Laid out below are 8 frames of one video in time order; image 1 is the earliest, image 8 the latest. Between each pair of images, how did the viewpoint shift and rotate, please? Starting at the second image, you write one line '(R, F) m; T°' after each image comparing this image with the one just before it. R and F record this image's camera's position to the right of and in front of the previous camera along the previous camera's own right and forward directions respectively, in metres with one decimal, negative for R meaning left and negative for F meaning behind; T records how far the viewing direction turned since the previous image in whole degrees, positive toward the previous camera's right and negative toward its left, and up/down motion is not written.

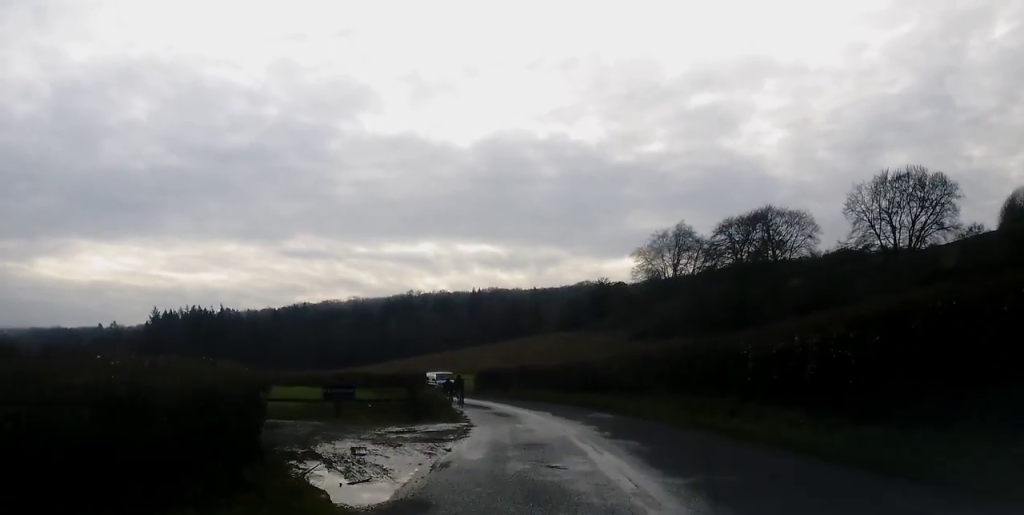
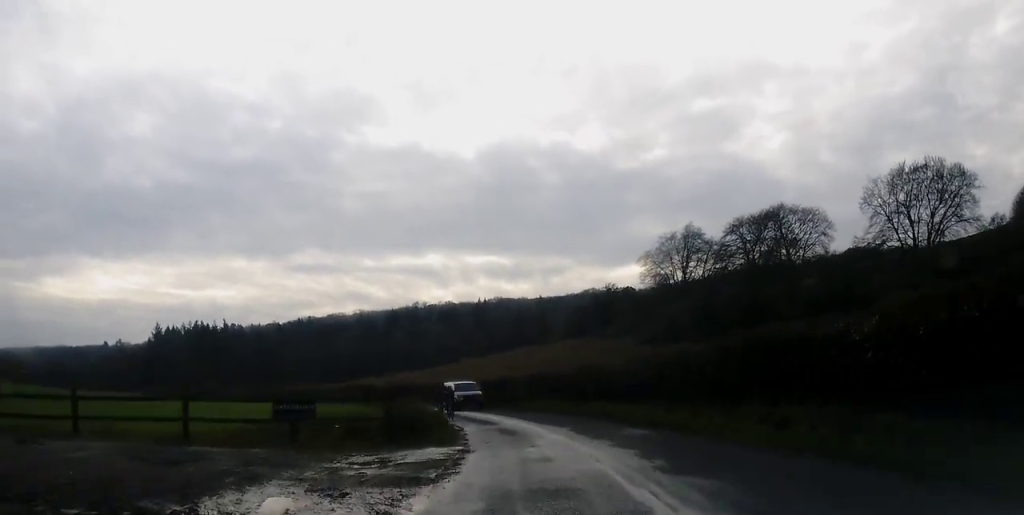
(-0.1, +5.4) m; -1°
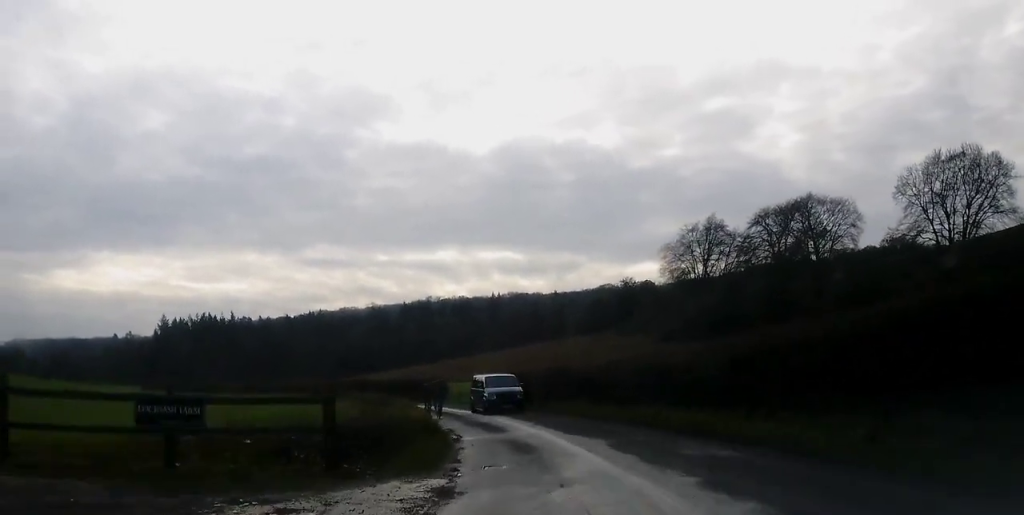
(-0.1, +7.1) m; -1°
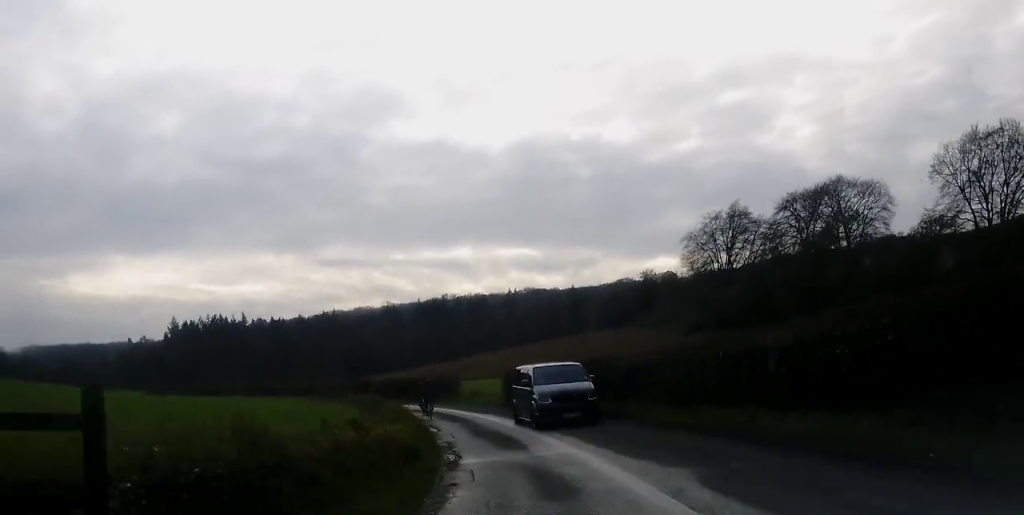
(0.0, +7.1) m; -2°
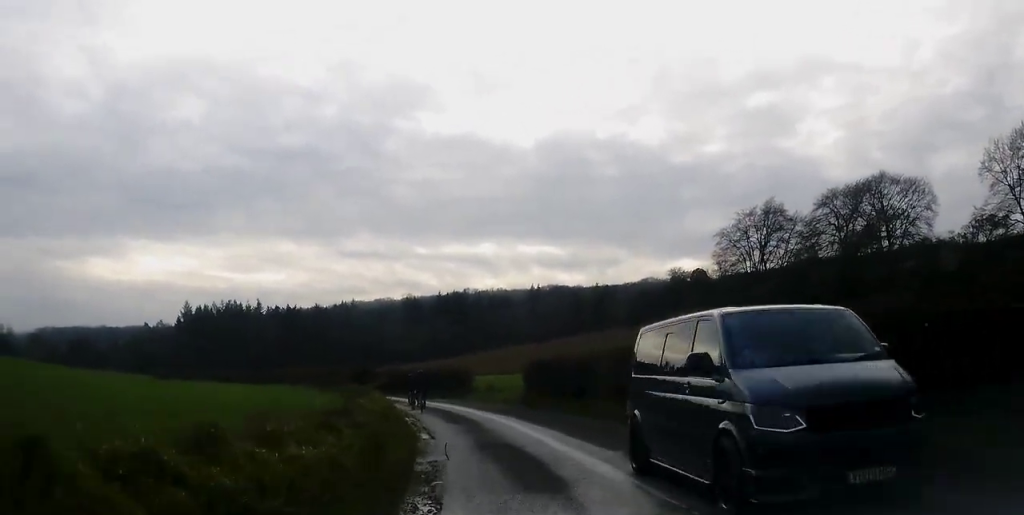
(-0.1, +8.0) m; -2°
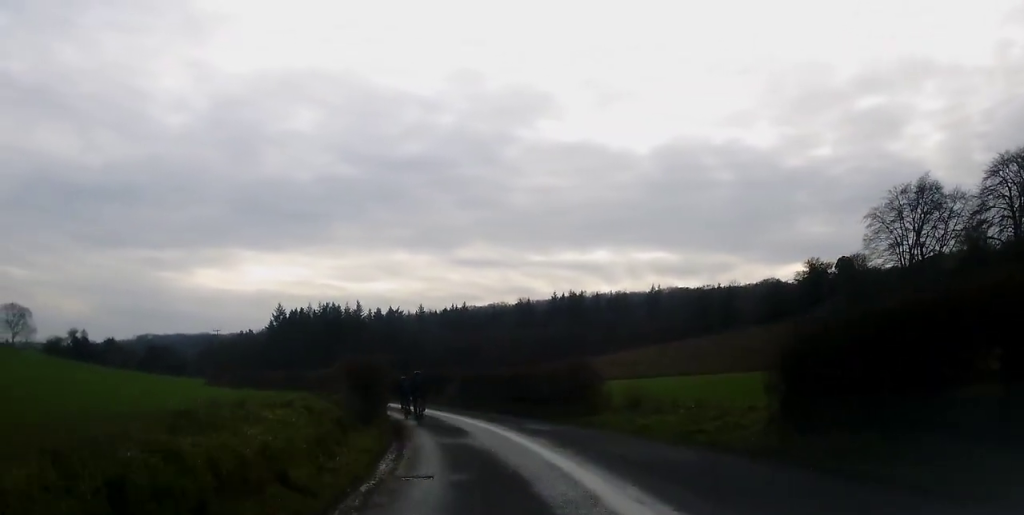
(-1.0, +24.1) m; -7°
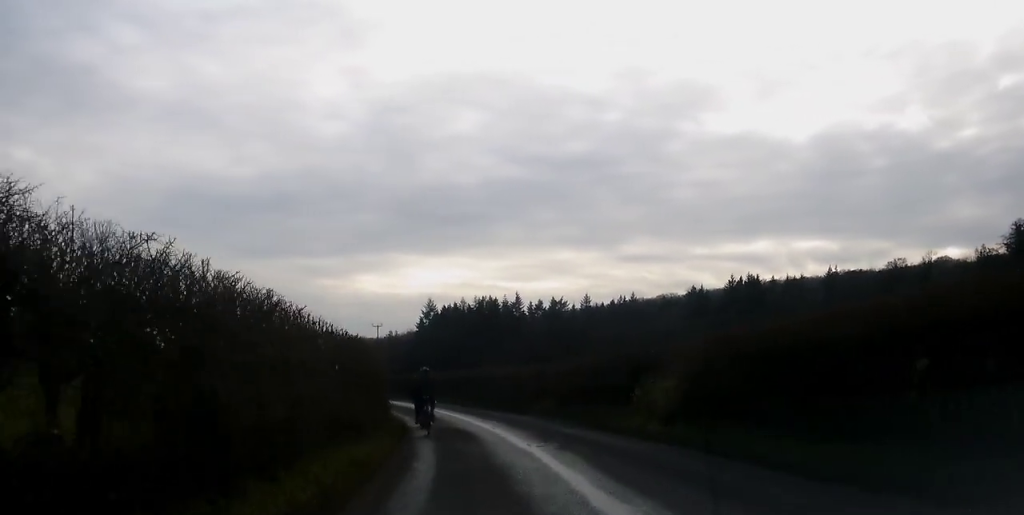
(-3.6, +29.4) m; -12°
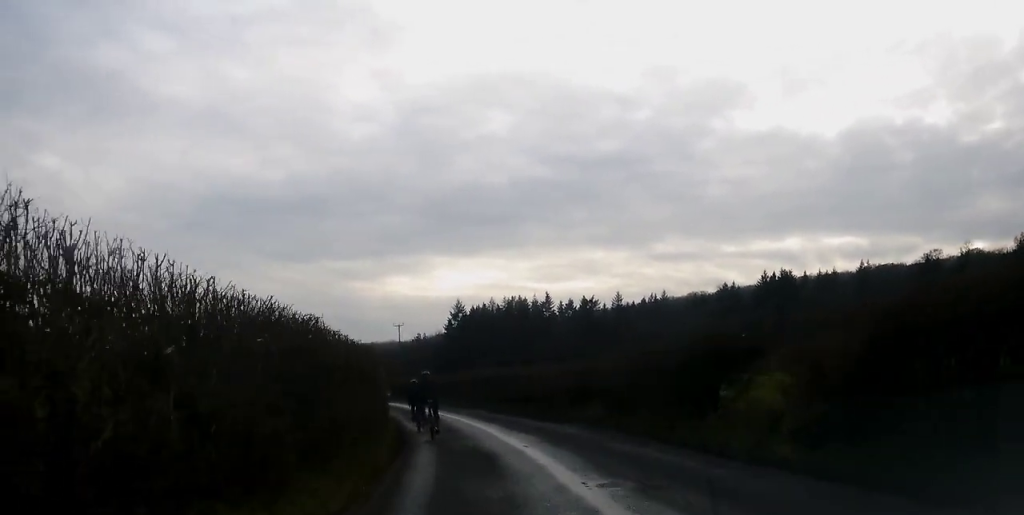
(-0.2, +6.1) m; -2°
